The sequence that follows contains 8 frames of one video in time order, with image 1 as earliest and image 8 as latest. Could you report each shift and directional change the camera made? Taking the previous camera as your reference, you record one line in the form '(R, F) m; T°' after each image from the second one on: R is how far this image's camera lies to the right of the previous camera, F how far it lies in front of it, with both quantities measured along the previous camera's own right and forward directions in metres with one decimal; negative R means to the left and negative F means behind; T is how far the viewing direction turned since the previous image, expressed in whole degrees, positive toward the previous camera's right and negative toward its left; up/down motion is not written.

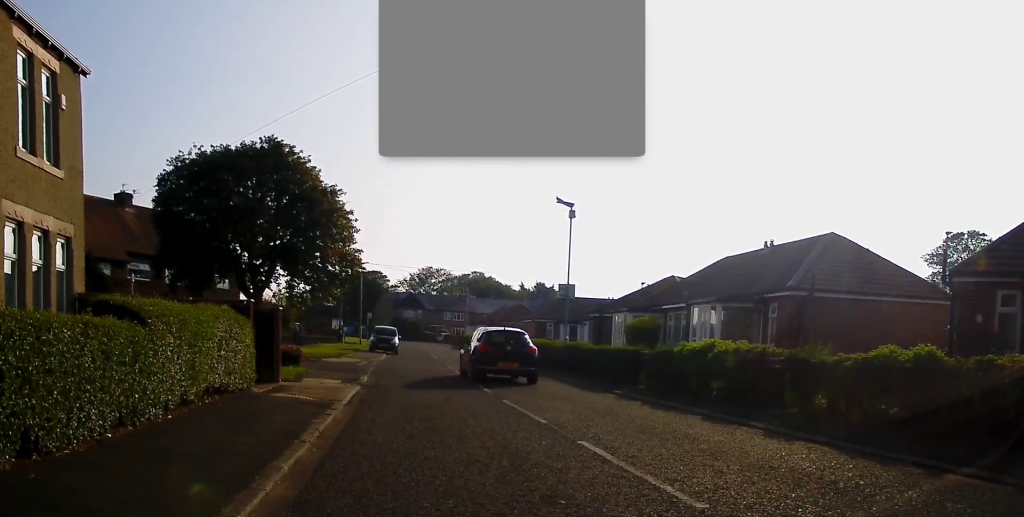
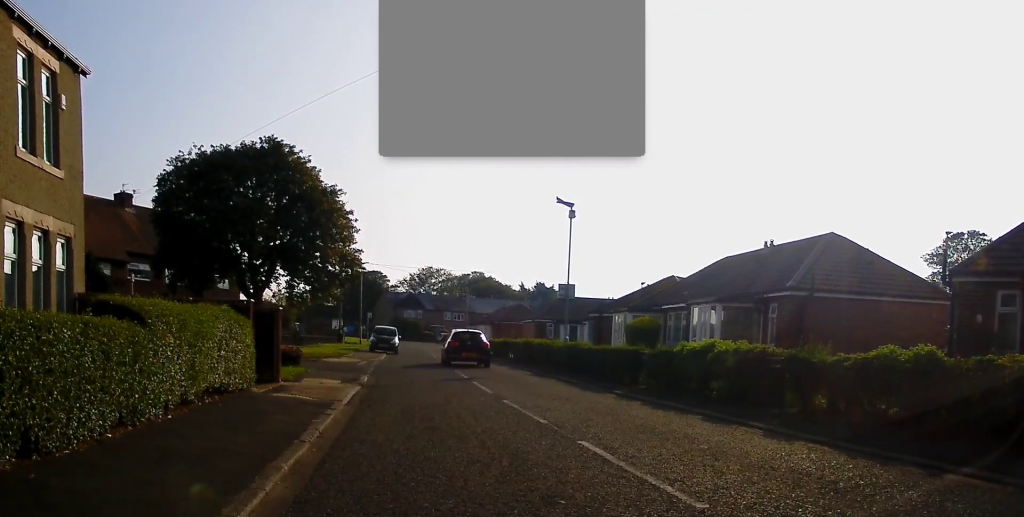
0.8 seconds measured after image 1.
(0.0, 0.0) m; 0°
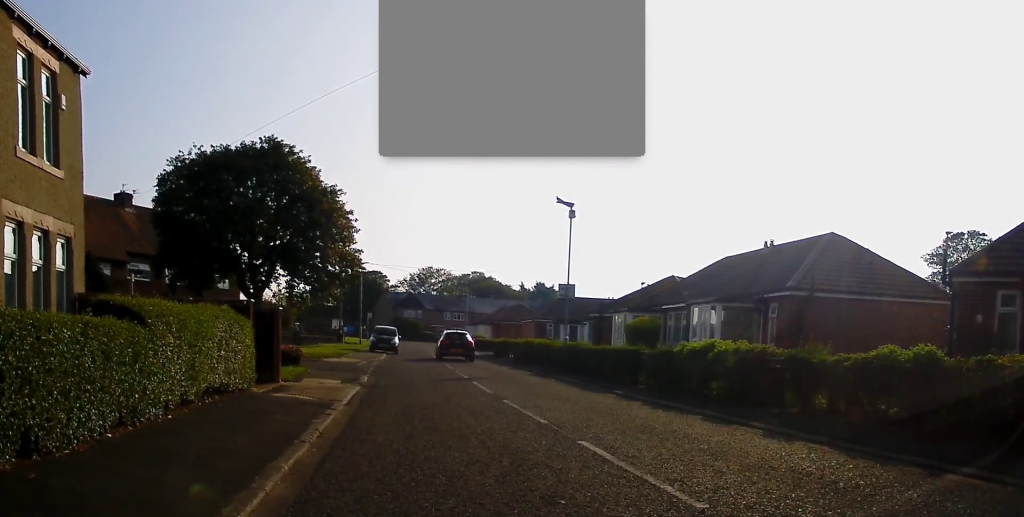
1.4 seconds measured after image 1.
(0.0, 0.0) m; 0°
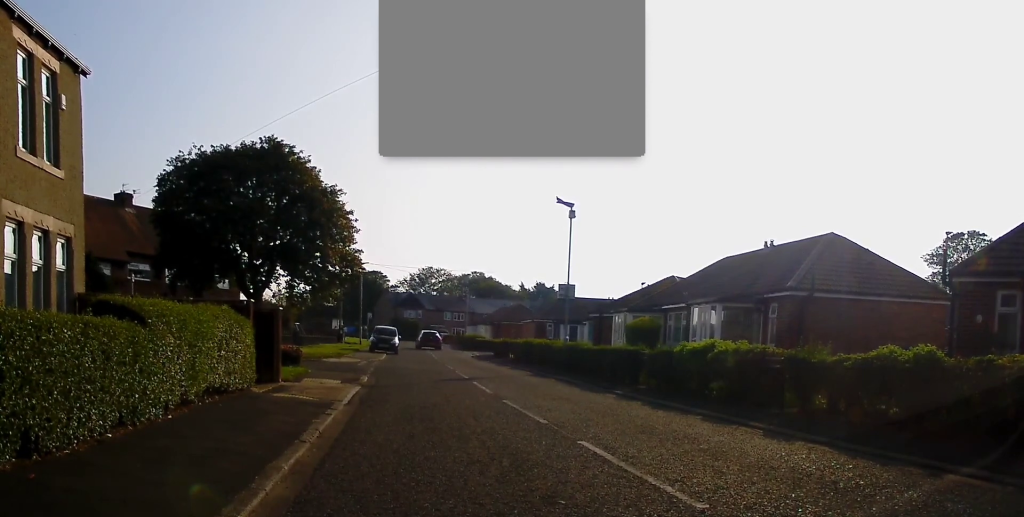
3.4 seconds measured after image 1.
(0.0, 0.0) m; 0°
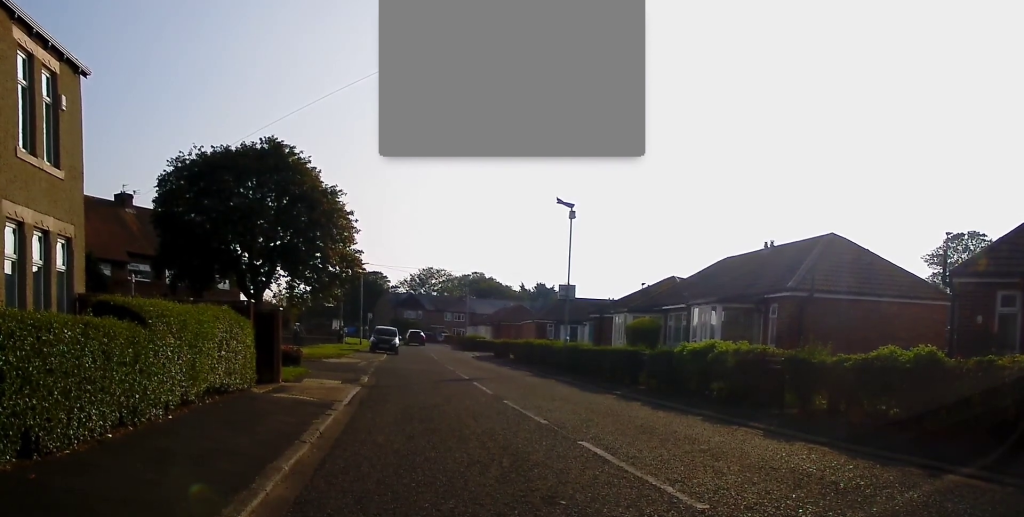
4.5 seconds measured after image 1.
(0.0, 0.0) m; 0°
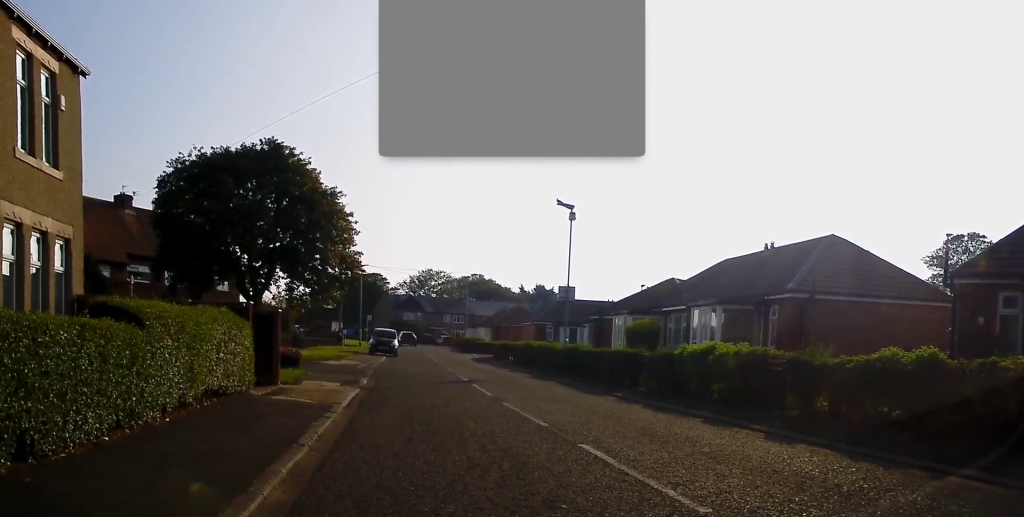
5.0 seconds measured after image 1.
(0.0, +0.1) m; 0°
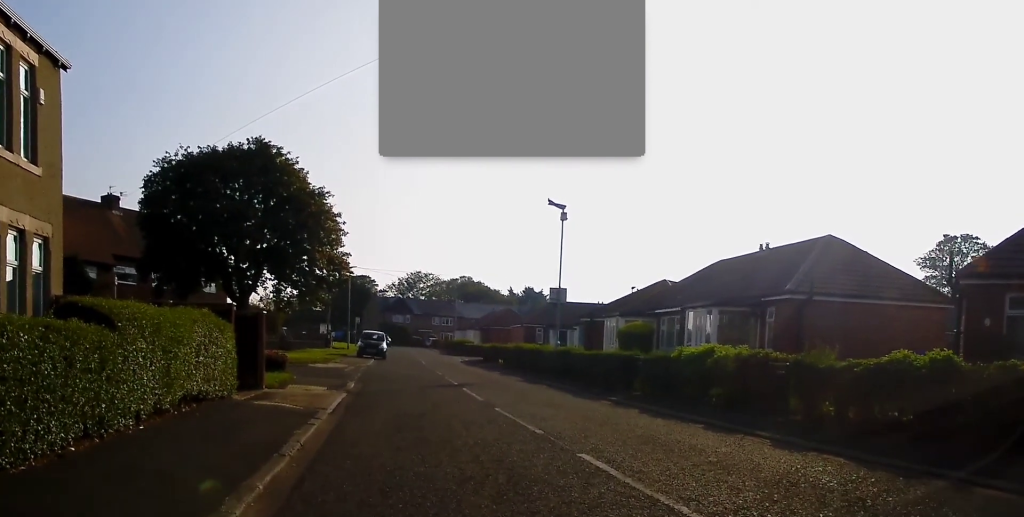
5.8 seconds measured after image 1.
(0.0, +0.5) m; 0°
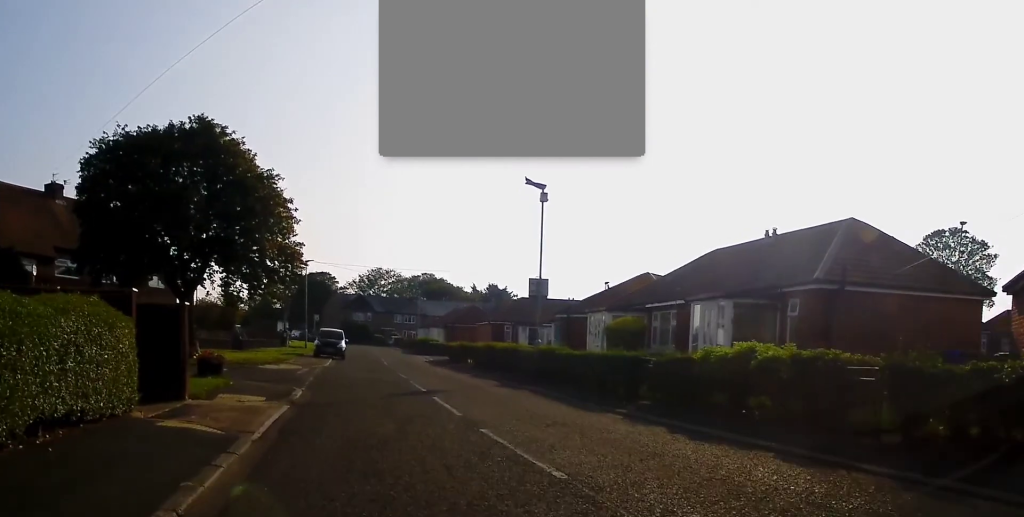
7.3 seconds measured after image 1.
(0.0, +3.0) m; 0°
